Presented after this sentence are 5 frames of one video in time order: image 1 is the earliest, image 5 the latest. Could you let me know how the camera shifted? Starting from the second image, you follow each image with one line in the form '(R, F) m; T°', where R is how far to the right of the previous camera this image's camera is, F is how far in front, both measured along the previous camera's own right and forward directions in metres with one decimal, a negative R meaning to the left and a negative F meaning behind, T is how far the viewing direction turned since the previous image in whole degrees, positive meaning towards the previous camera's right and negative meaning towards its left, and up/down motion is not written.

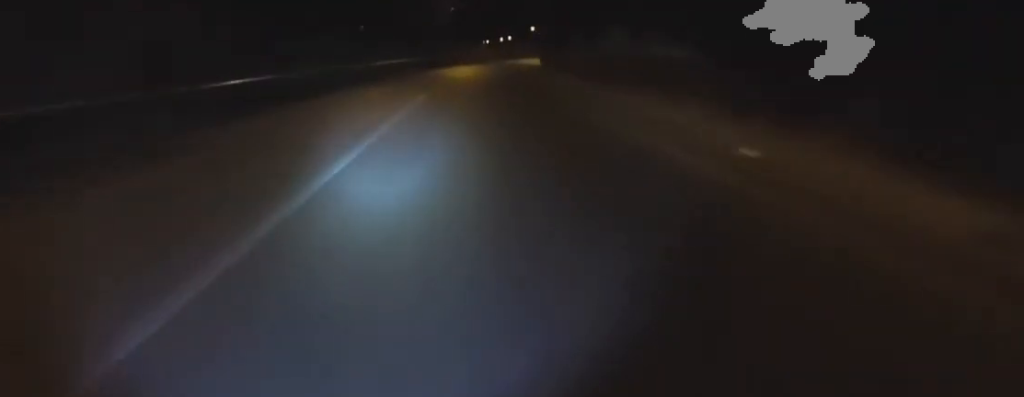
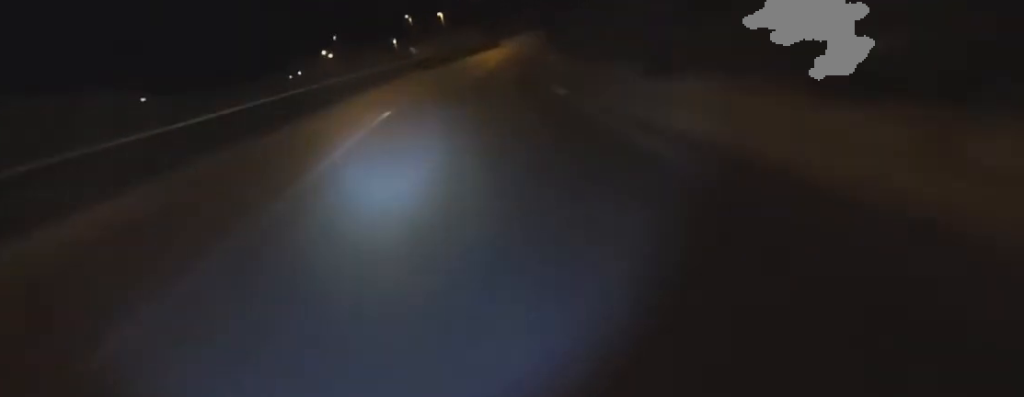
(+4.7, +48.2) m; +11°
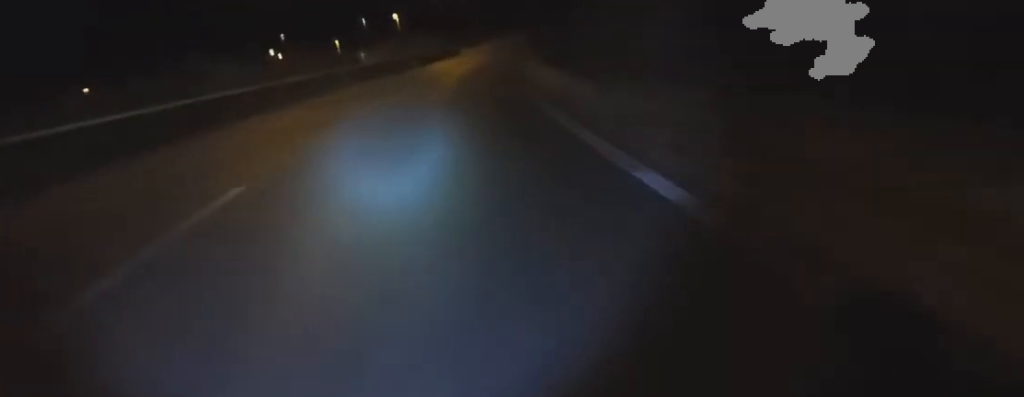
(+0.2, +6.2) m; +3°
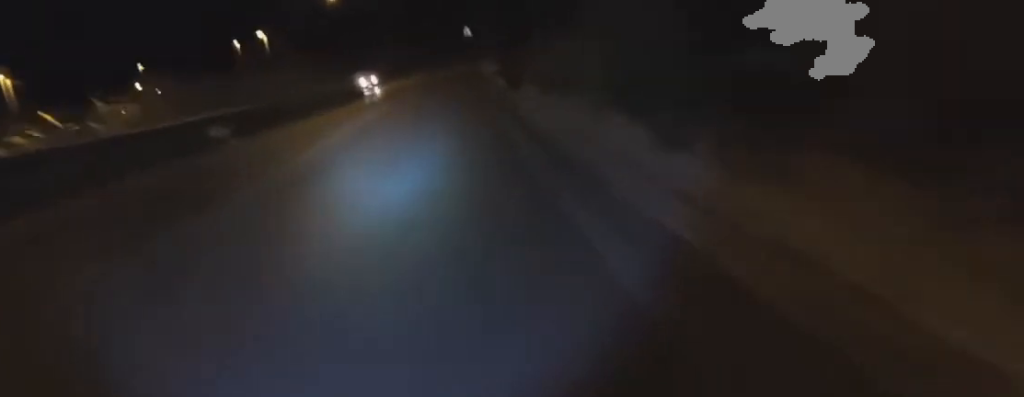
(+1.0, +18.5) m; +4°
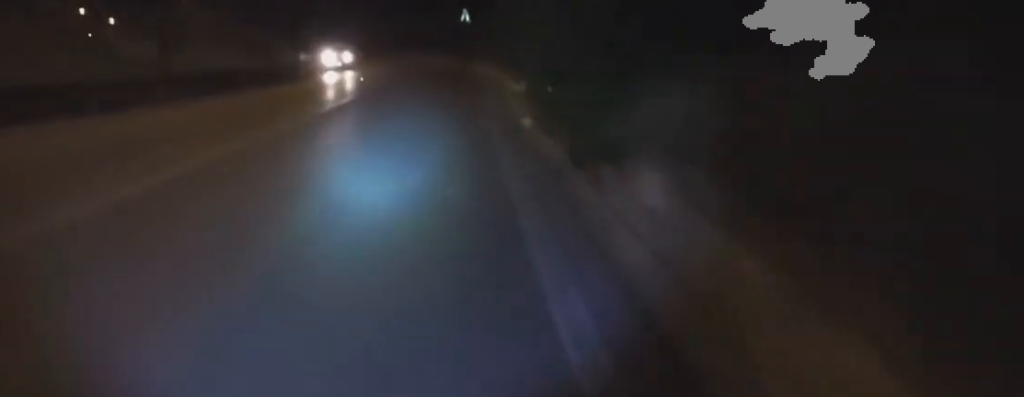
(+0.1, +8.8) m; 0°
